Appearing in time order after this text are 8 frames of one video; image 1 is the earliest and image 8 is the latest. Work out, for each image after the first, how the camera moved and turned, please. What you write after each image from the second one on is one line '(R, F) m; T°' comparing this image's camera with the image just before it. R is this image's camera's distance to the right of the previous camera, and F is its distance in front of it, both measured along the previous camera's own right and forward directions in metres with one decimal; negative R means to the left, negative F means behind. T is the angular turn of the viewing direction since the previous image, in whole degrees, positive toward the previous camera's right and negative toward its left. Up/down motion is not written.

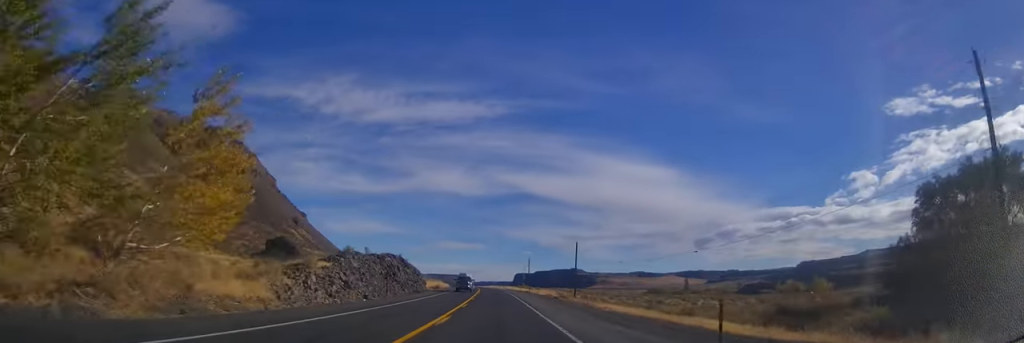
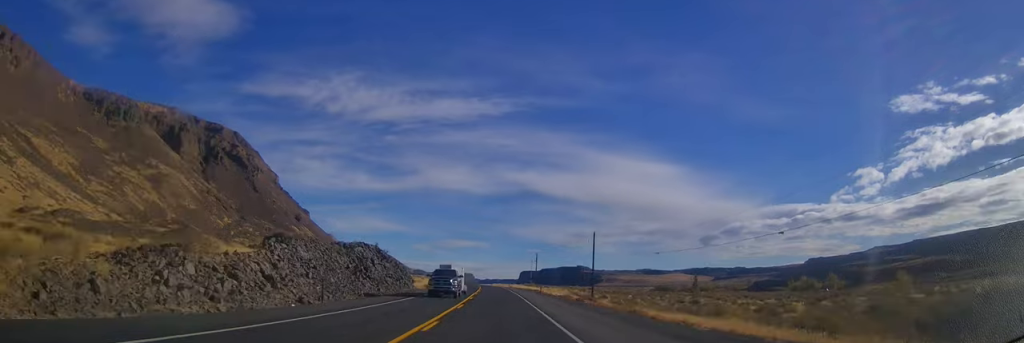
(-0.1, +16.6) m; -1°
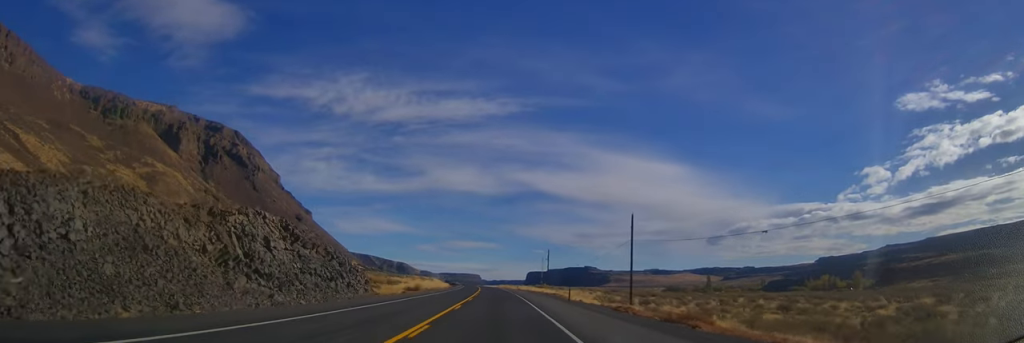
(-0.6, +26.4) m; -1°
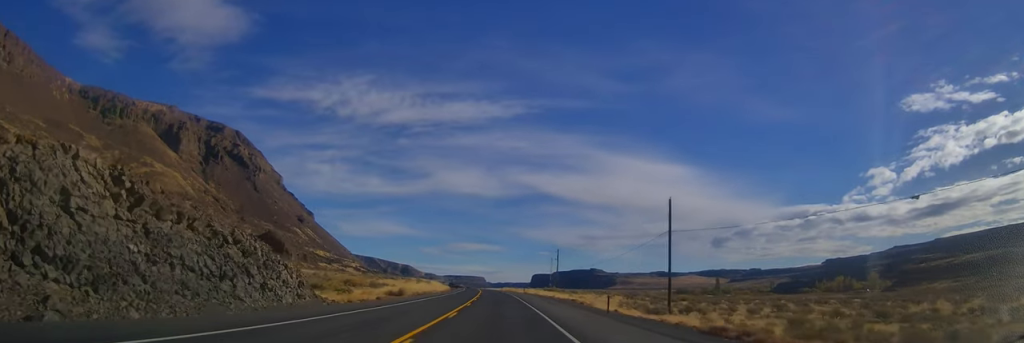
(+0.1, +15.6) m; +1°
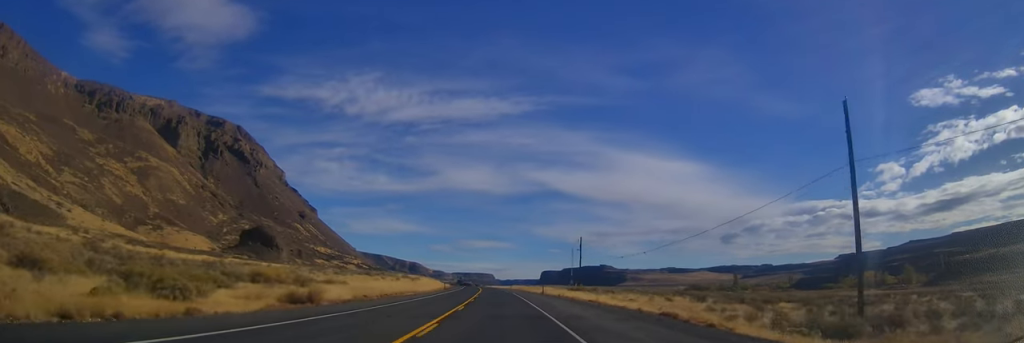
(+0.4, +32.4) m; 0°
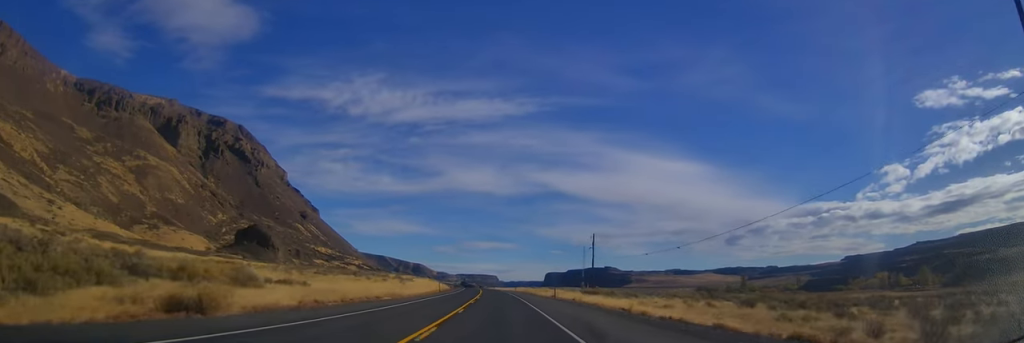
(-0.1, +12.7) m; -1°
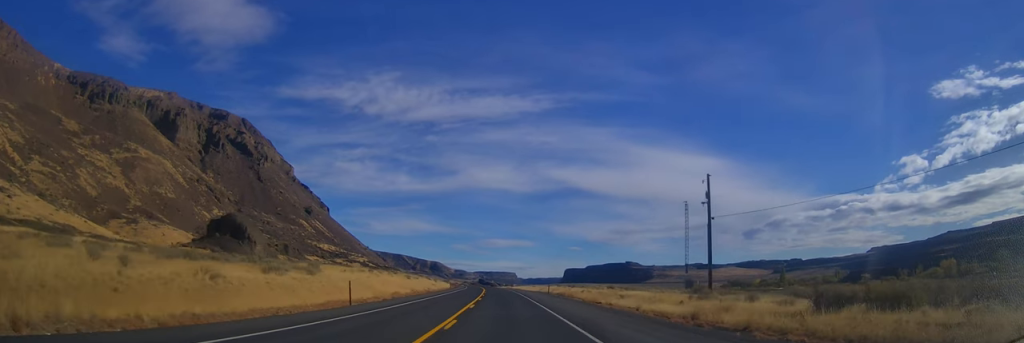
(-2.0, +57.7) m; -3°
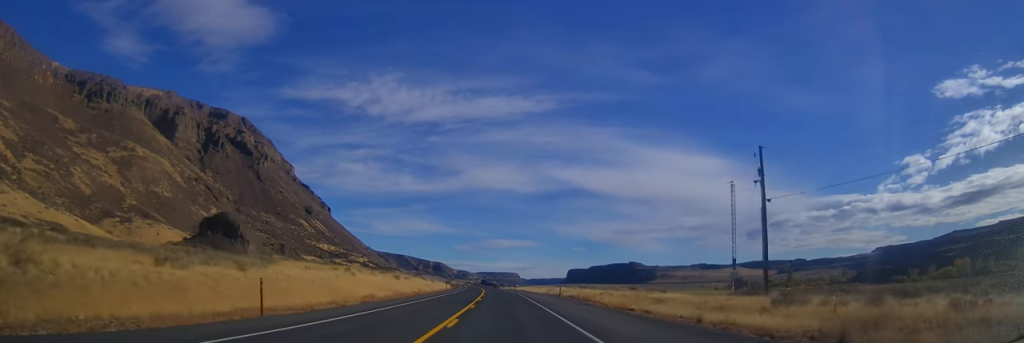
(0.0, +11.9) m; 0°
